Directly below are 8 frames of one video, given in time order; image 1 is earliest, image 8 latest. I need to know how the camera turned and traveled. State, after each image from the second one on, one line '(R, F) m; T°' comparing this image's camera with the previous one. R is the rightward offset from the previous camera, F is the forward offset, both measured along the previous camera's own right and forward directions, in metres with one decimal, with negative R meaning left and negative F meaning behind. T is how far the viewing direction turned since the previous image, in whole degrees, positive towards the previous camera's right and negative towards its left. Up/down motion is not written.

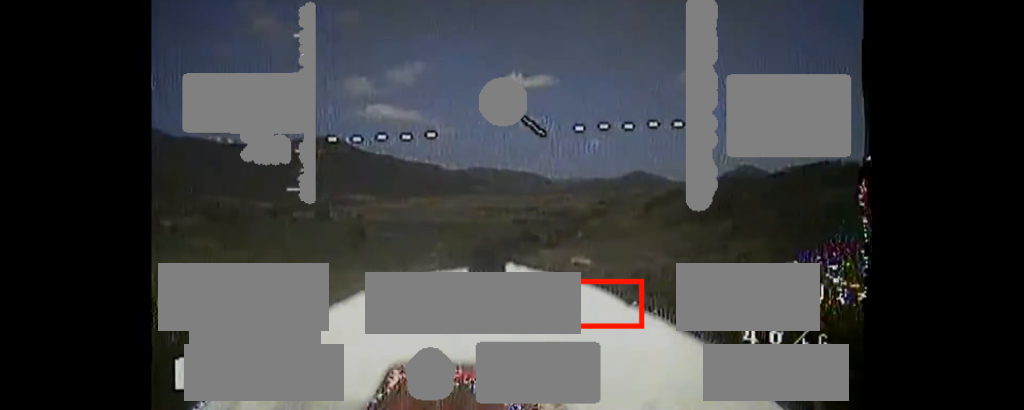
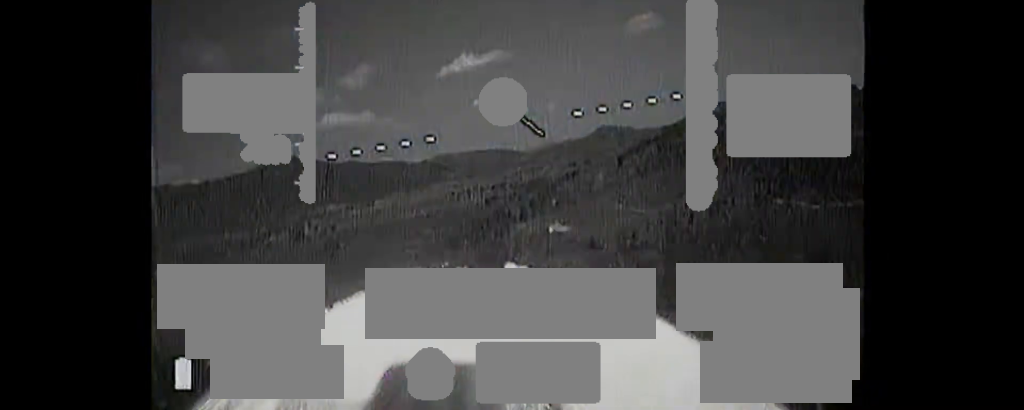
(0.0, +12.4) m; +6°
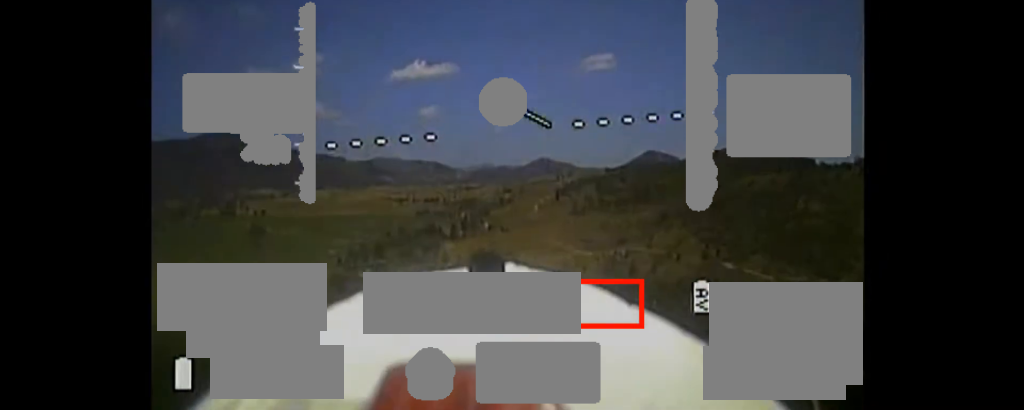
(+1.5, +16.1) m; +5°
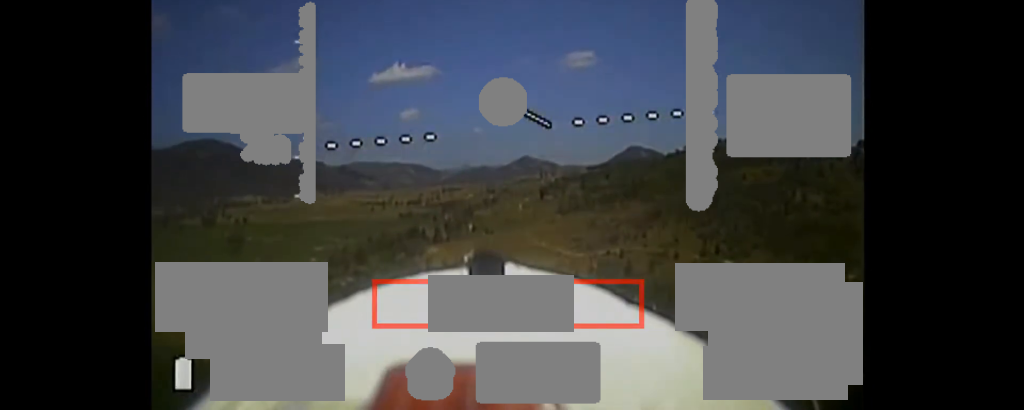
(+0.5, +16.6) m; +7°
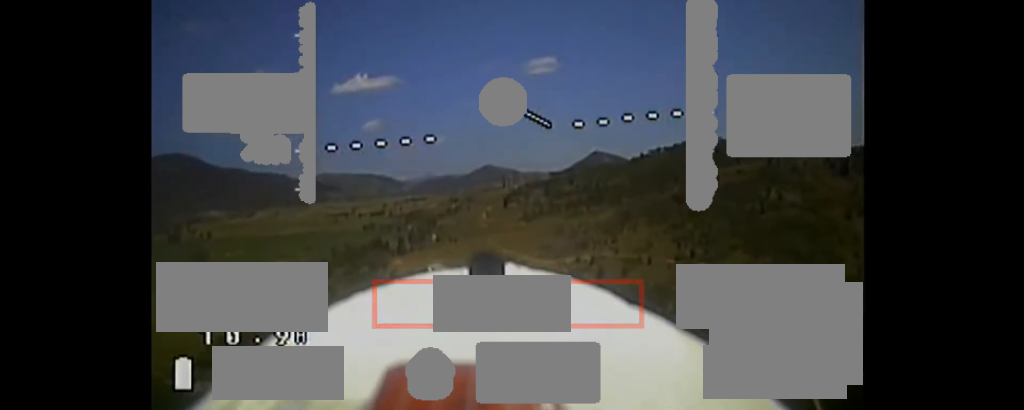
(+0.6, +10.4) m; +21°
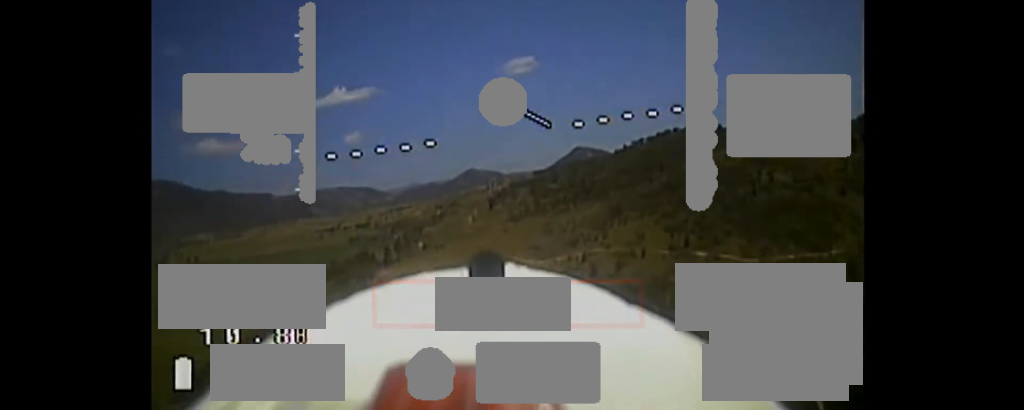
(-1.8, +7.3) m; +33°
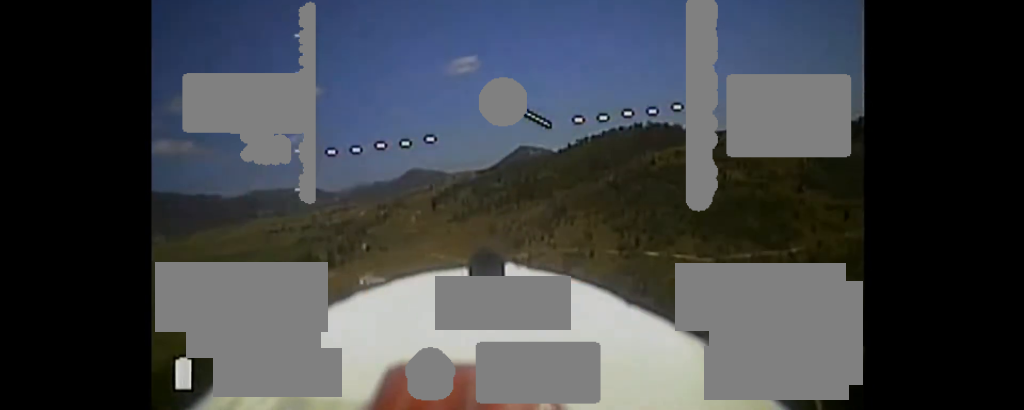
(+3.2, +0.2) m; +45°
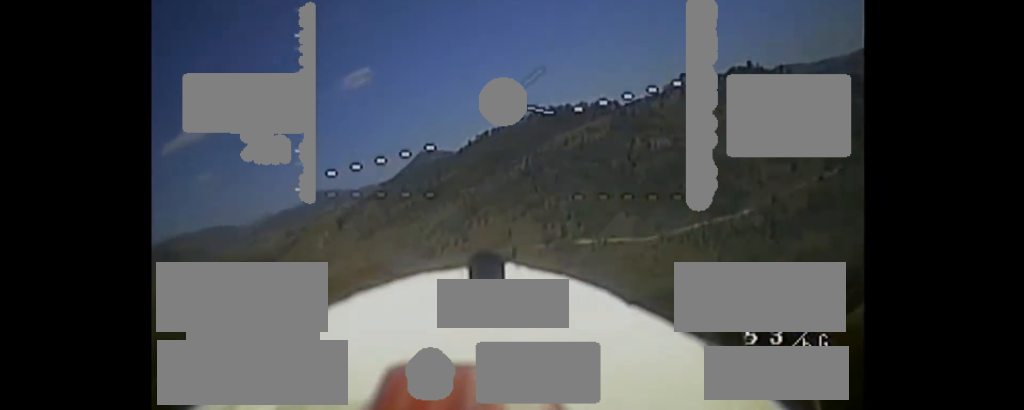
(+19.3, +13.1) m; +56°
